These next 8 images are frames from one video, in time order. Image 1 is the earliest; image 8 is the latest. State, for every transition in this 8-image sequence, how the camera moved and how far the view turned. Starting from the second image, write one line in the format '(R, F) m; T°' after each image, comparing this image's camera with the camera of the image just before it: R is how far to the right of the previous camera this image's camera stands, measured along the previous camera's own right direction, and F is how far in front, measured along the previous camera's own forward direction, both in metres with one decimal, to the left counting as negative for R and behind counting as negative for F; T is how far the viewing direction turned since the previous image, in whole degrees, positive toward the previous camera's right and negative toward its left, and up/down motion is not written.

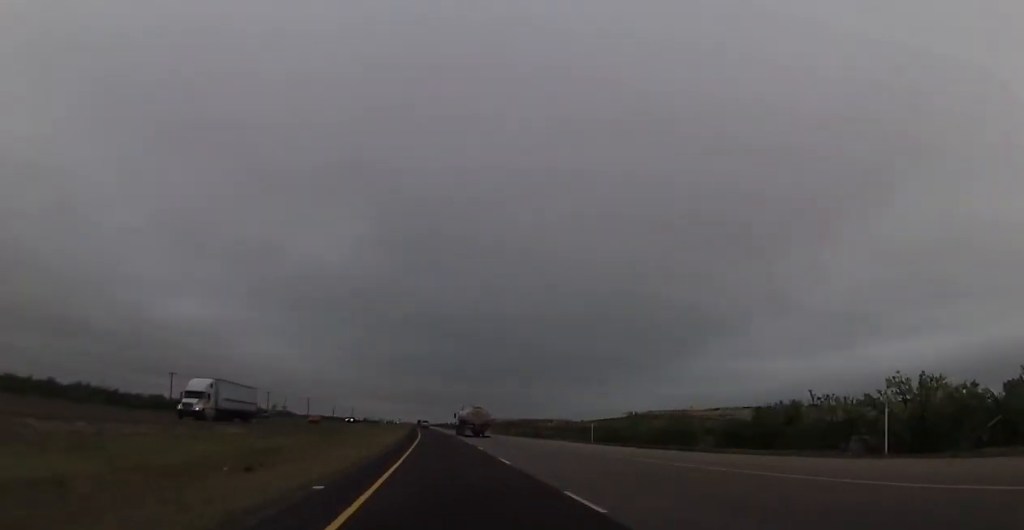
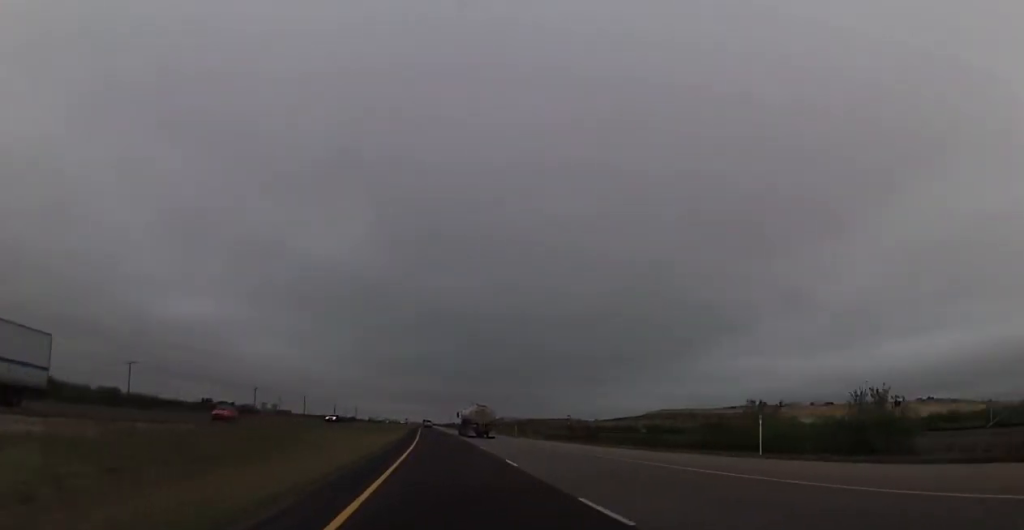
(-0.5, +25.9) m; -1°
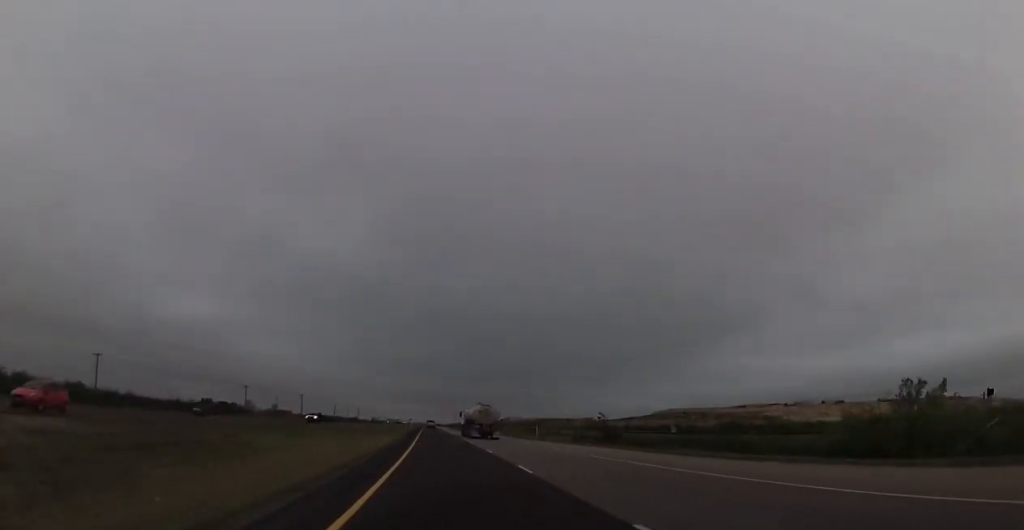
(+0.1, +15.4) m; 0°
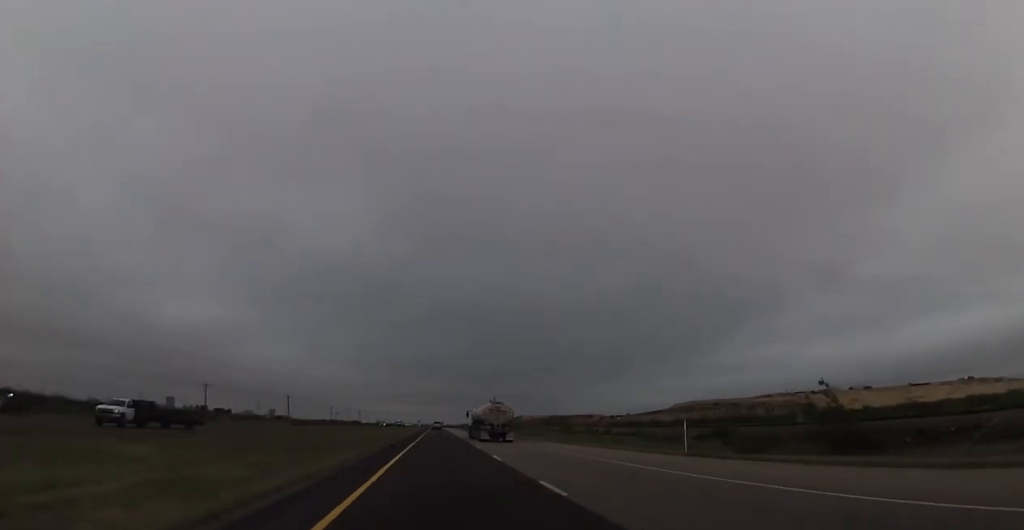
(-0.3, +42.6) m; -1°
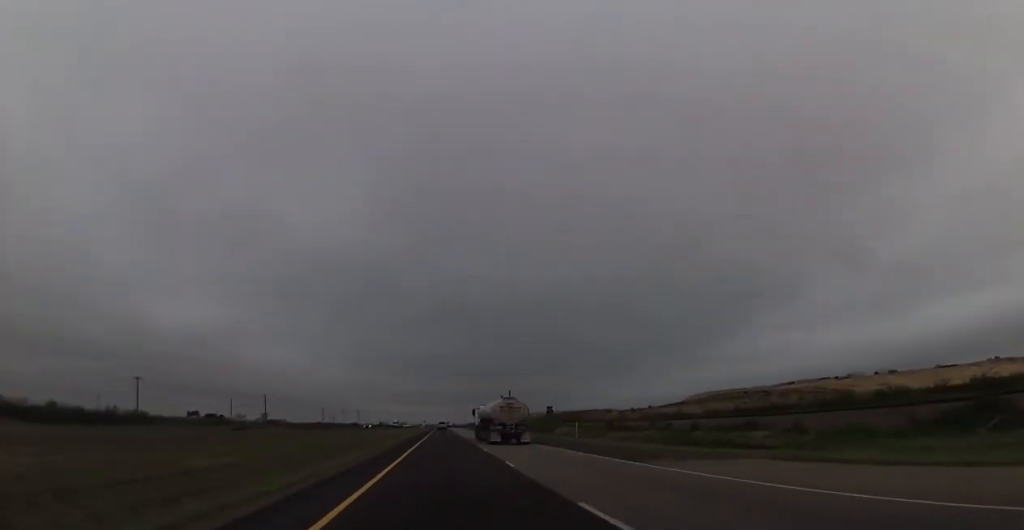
(-0.4, +41.4) m; -1°
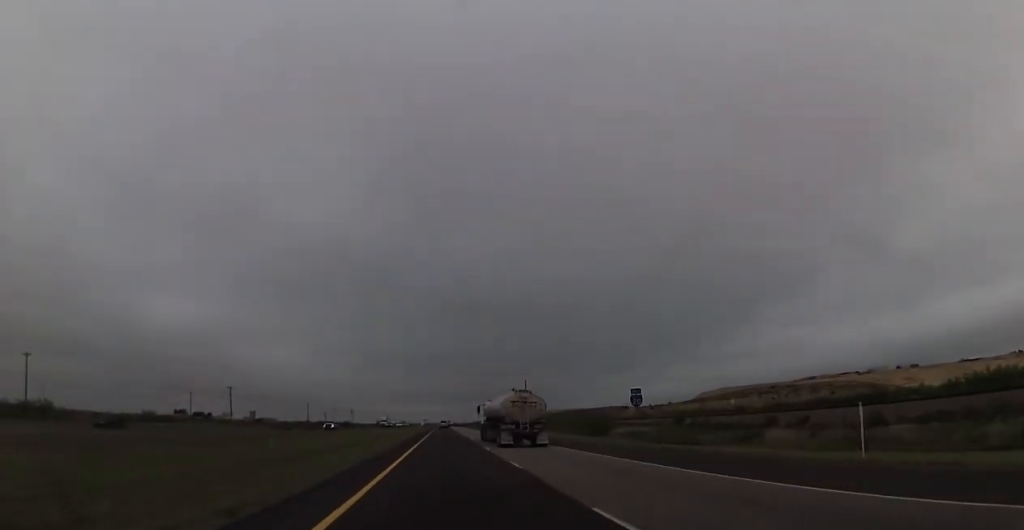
(-0.5, +37.9) m; 0°
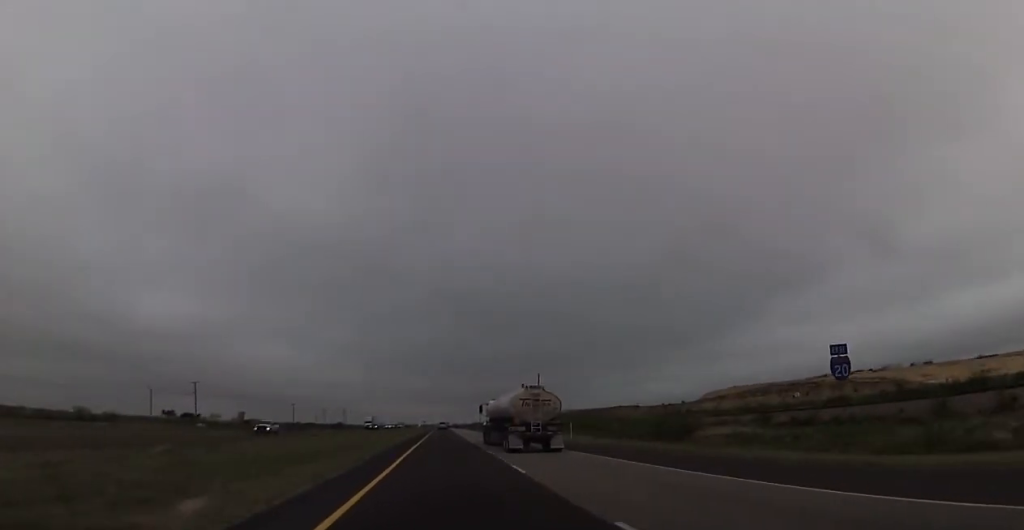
(+0.3, +26.0) m; 0°
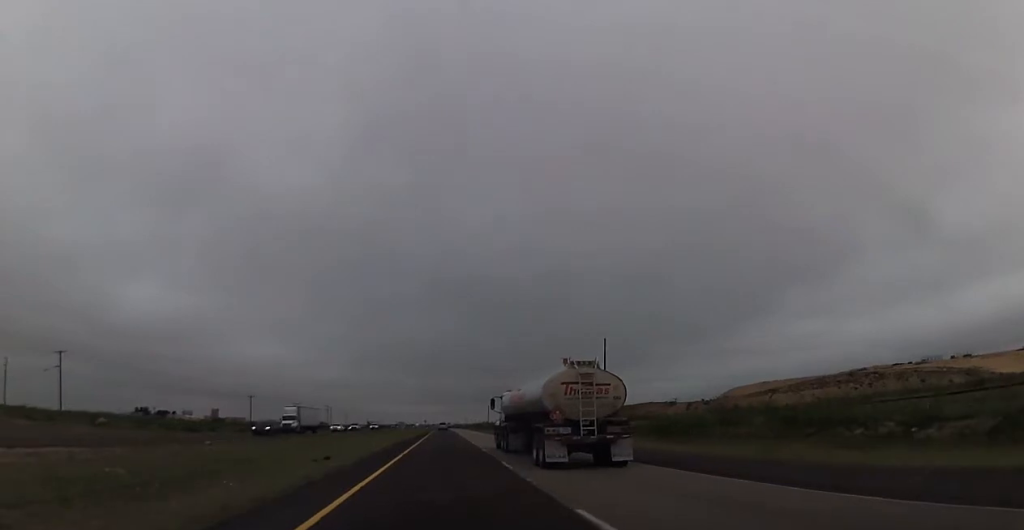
(-0.5, +60.3) m; -1°
